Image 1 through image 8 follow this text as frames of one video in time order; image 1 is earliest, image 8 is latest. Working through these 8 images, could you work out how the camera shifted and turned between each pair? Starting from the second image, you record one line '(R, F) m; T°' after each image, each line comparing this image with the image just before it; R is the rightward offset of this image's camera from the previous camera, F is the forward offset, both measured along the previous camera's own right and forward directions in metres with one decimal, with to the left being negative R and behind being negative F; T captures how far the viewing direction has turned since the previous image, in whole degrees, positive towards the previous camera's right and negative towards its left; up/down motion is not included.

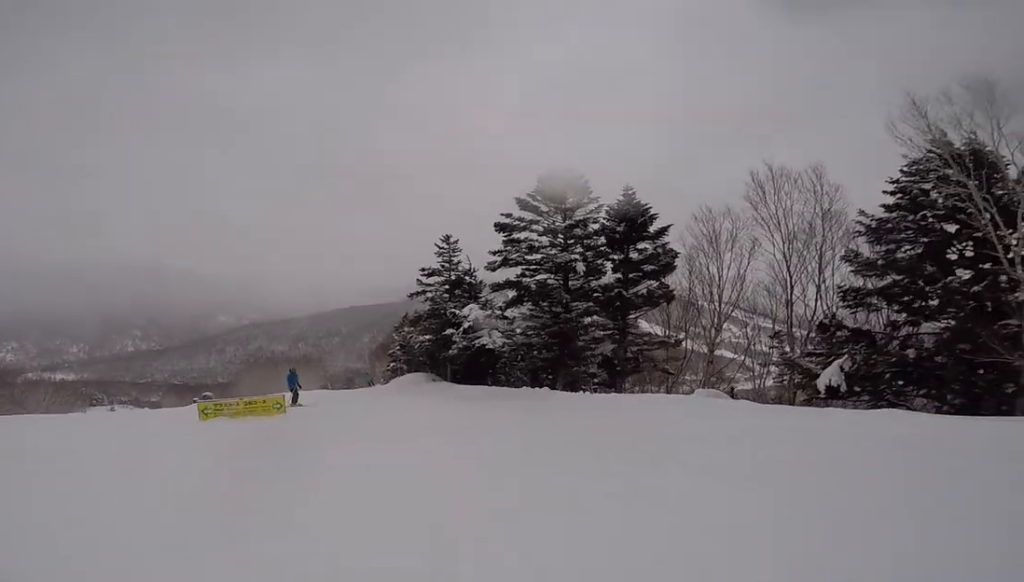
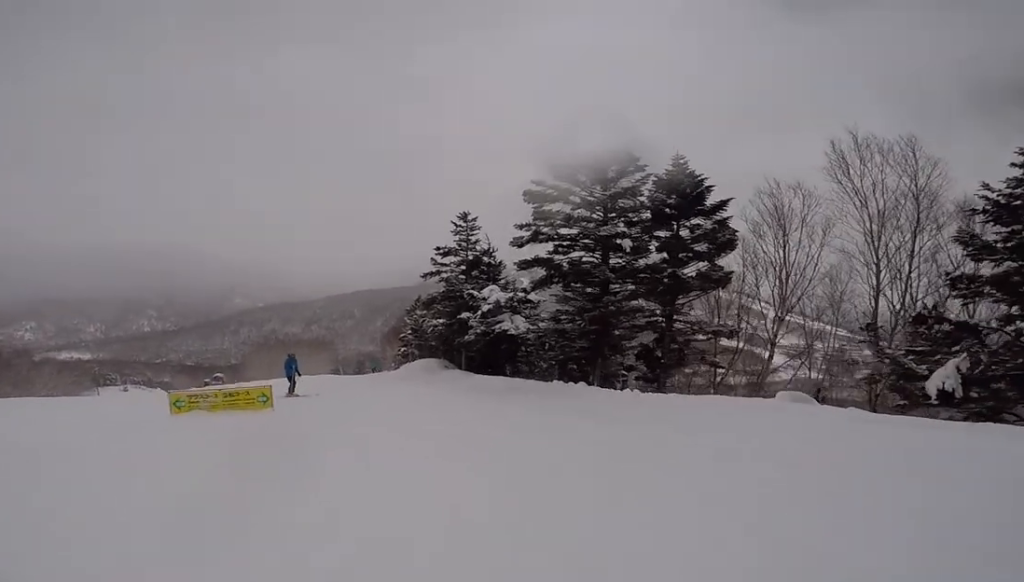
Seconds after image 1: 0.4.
(+0.7, +2.3) m; 0°
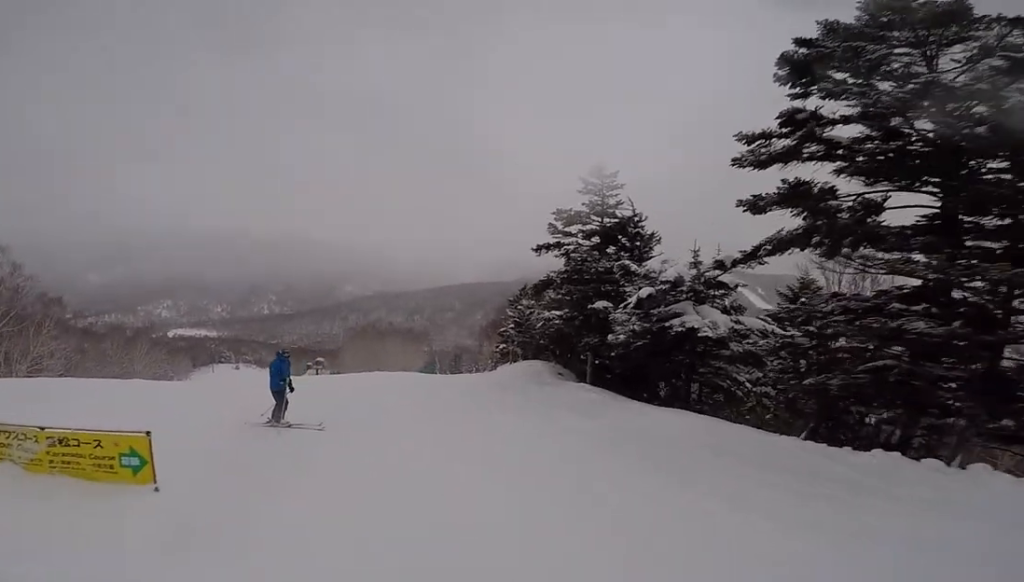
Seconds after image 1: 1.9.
(-2.7, +7.7) m; -32°
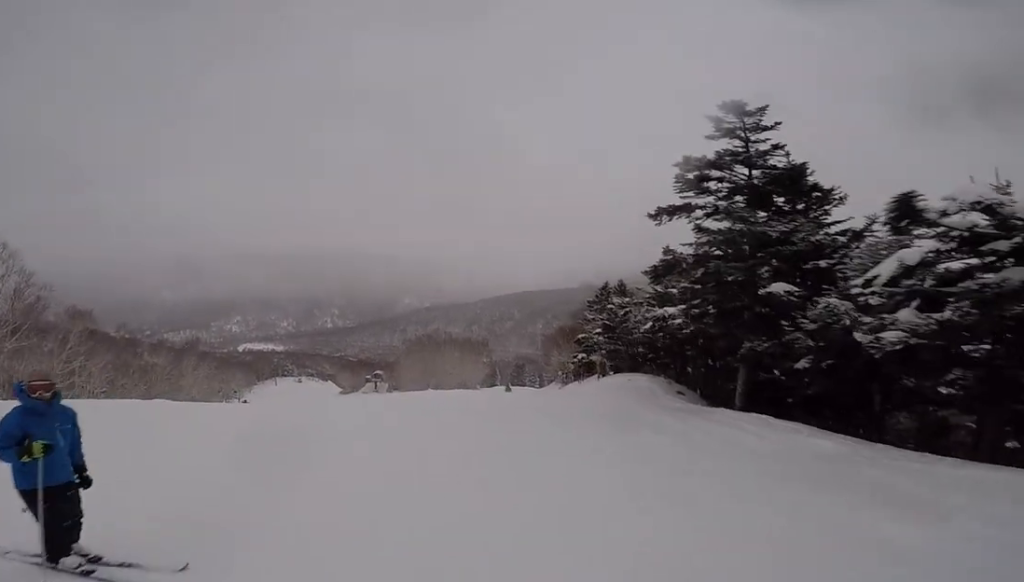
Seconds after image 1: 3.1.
(-0.3, +6.6) m; +11°
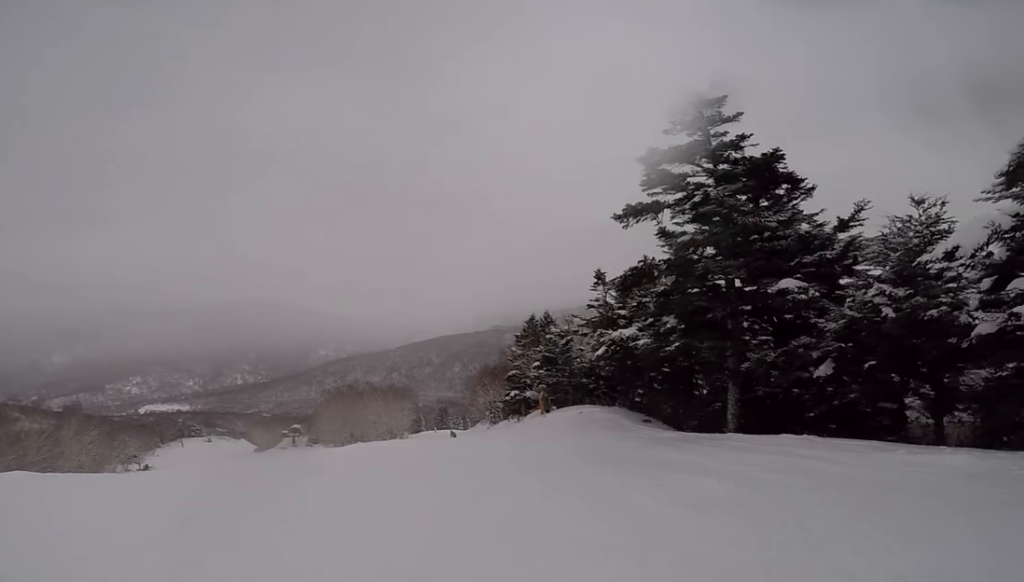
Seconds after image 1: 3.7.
(+0.3, +3.5) m; +13°
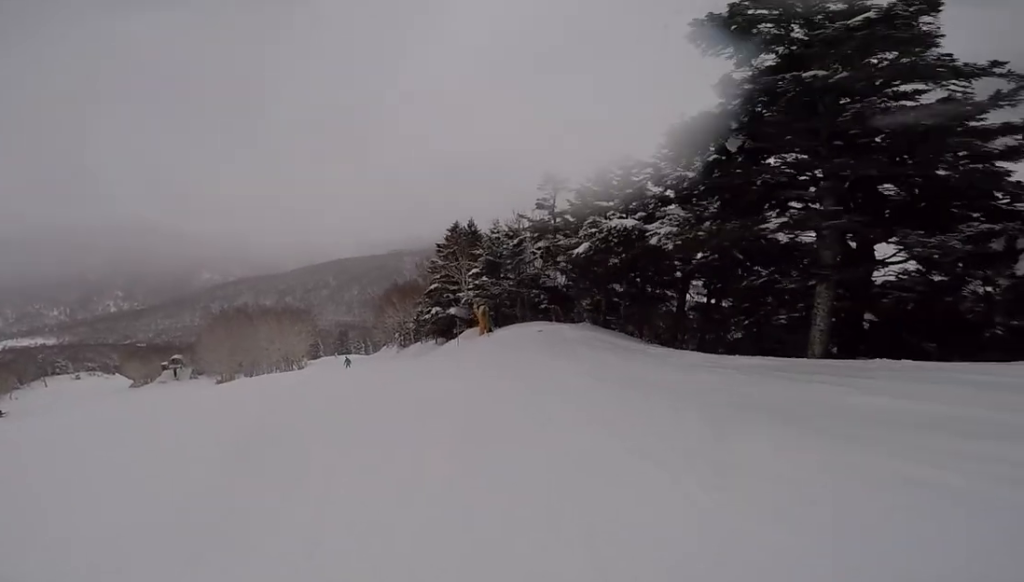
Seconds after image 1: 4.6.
(+0.8, +5.8) m; +7°
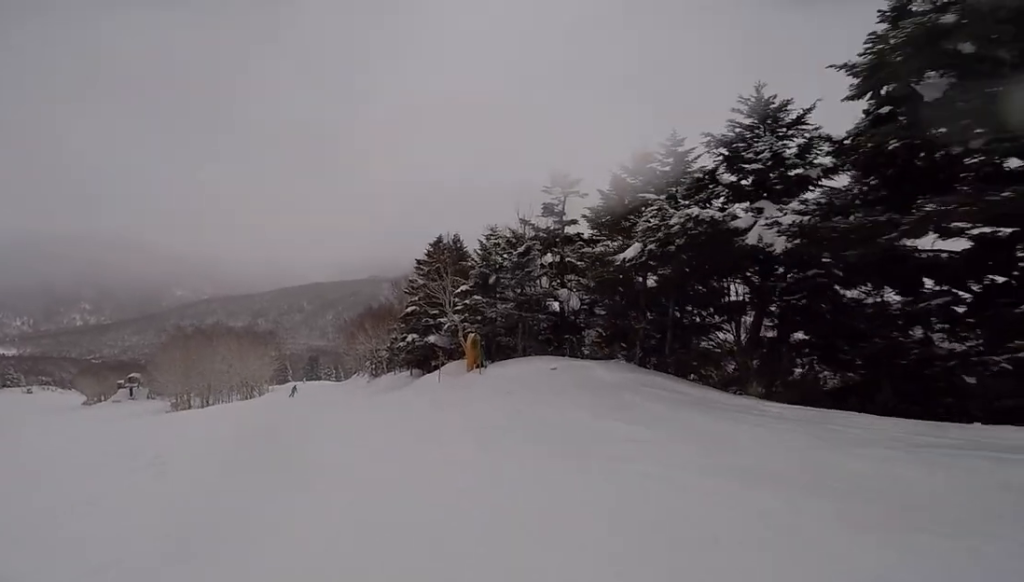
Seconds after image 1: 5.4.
(0.0, +4.5) m; -8°
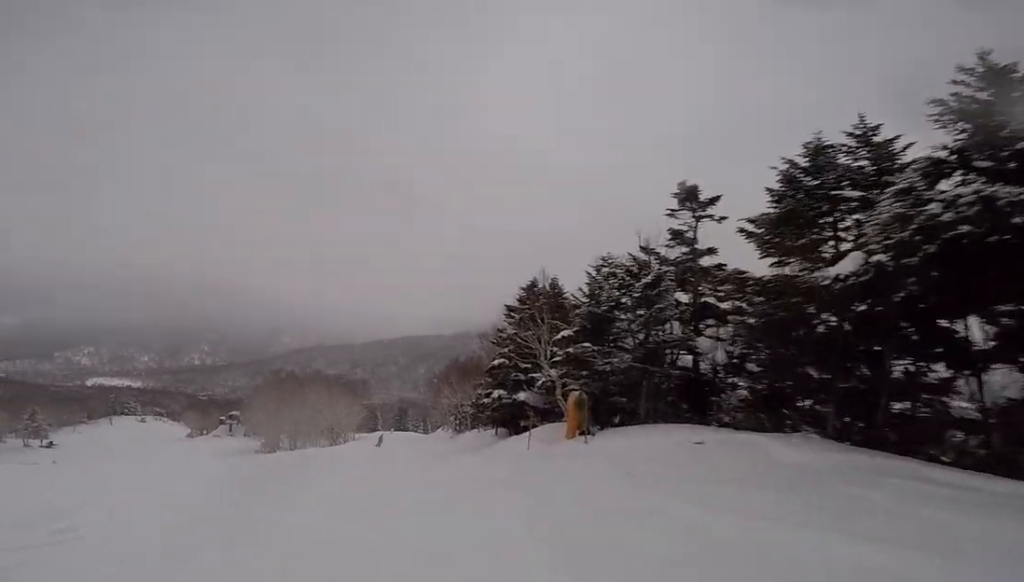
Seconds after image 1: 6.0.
(-0.3, +3.0) m; -5°
